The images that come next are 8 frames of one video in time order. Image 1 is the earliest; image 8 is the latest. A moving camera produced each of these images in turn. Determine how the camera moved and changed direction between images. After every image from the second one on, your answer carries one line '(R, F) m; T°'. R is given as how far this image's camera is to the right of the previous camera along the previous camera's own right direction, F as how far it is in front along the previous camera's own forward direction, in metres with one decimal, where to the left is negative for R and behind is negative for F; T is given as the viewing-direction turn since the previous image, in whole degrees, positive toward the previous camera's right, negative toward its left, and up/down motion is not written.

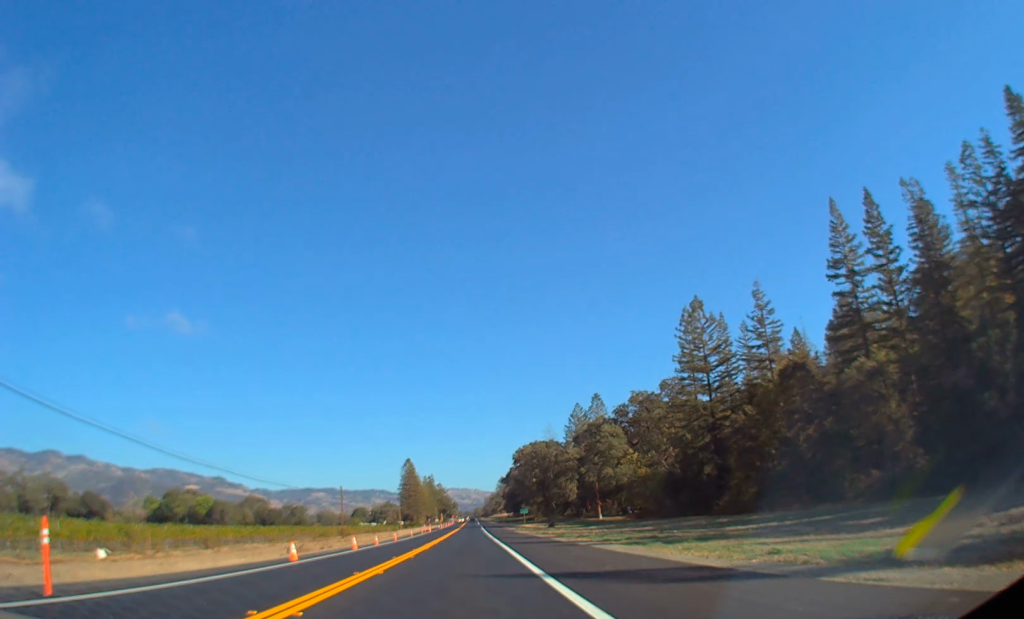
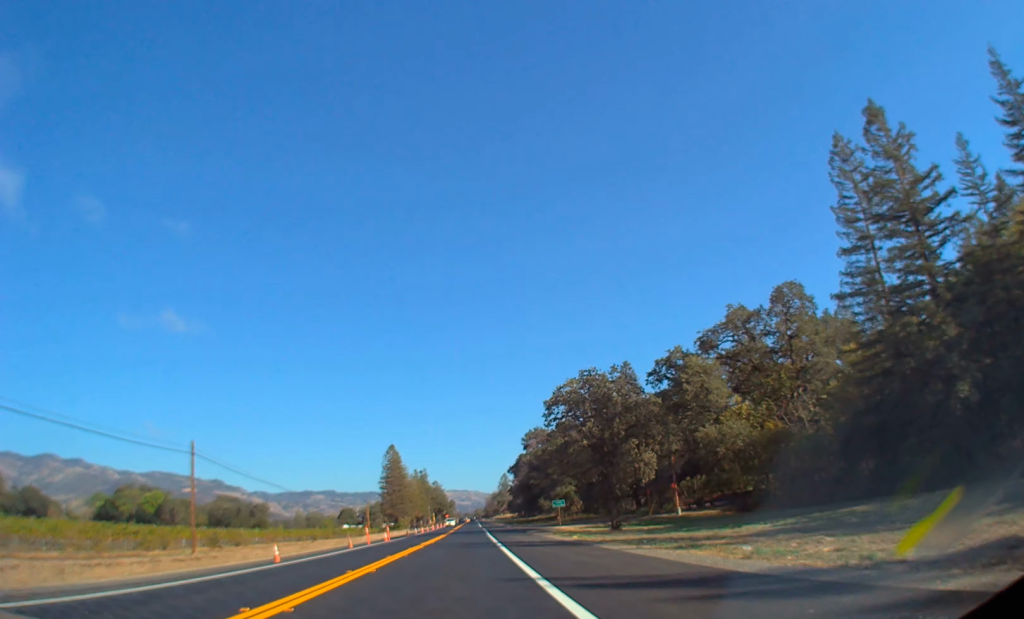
(-0.5, +50.8) m; -1°
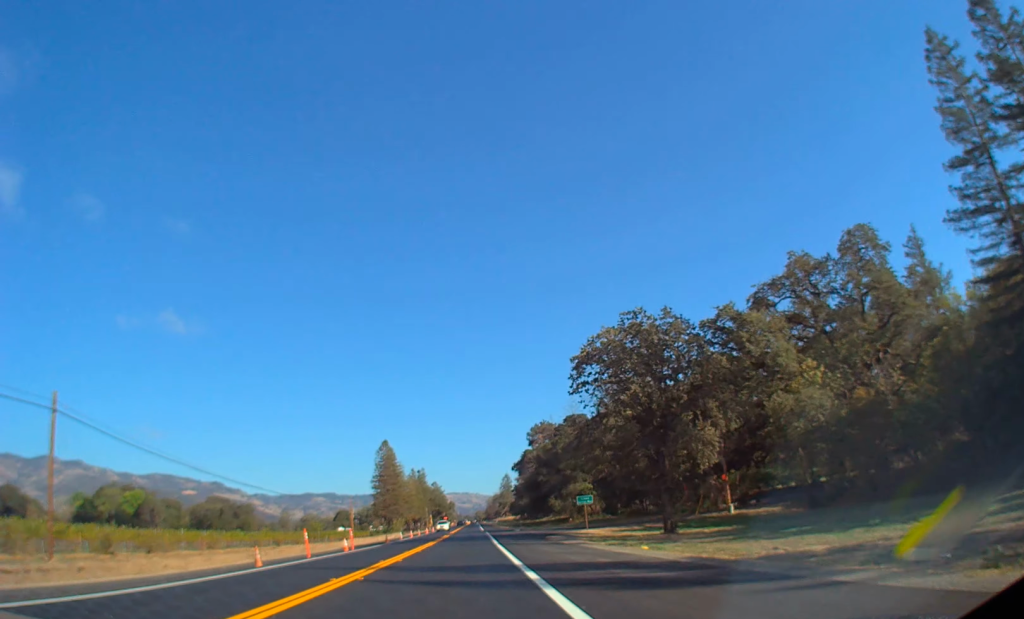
(+0.1, +16.5) m; +1°
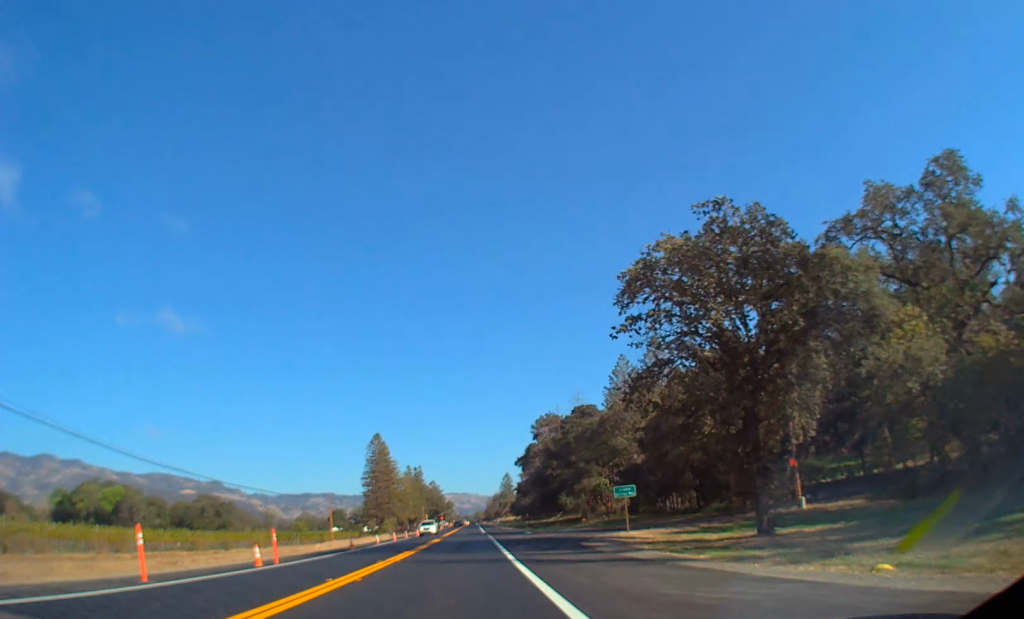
(0.0, +14.7) m; +1°
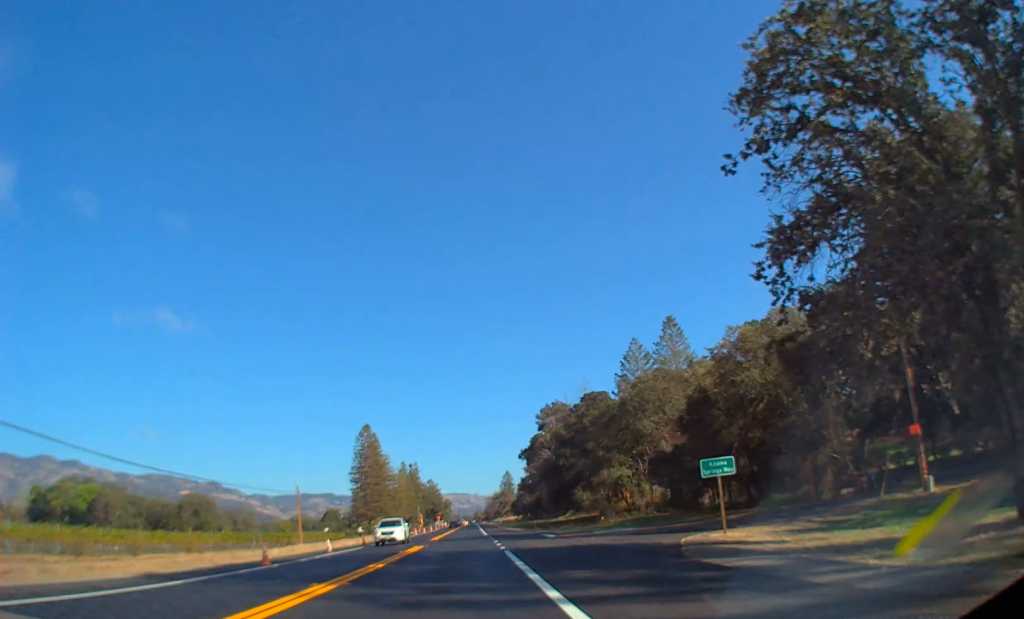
(+0.2, +15.8) m; 0°
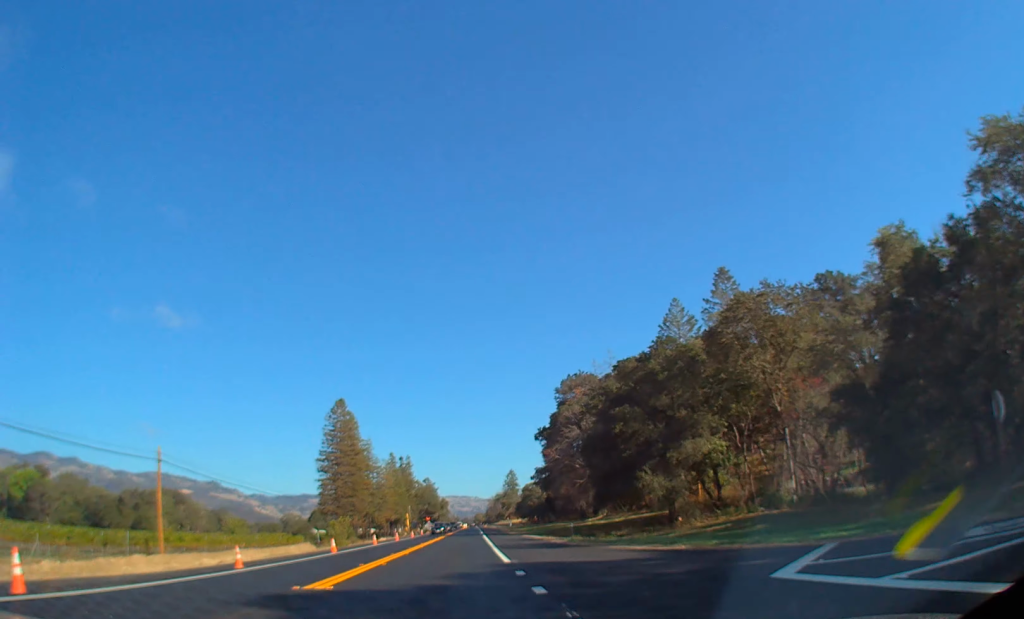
(0.0, +34.1) m; 0°
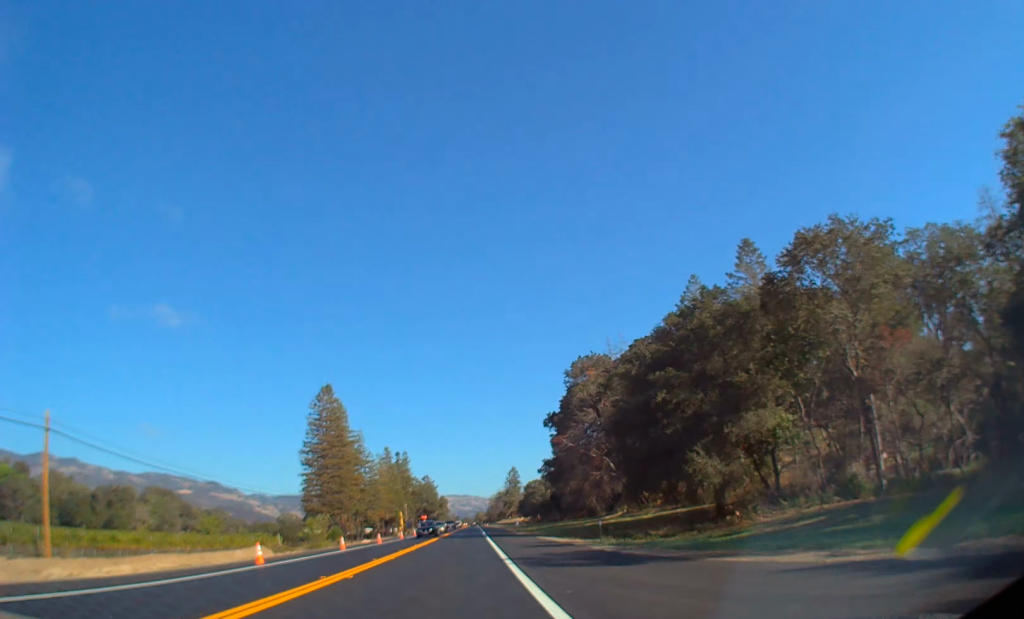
(0.0, +12.5) m; 0°
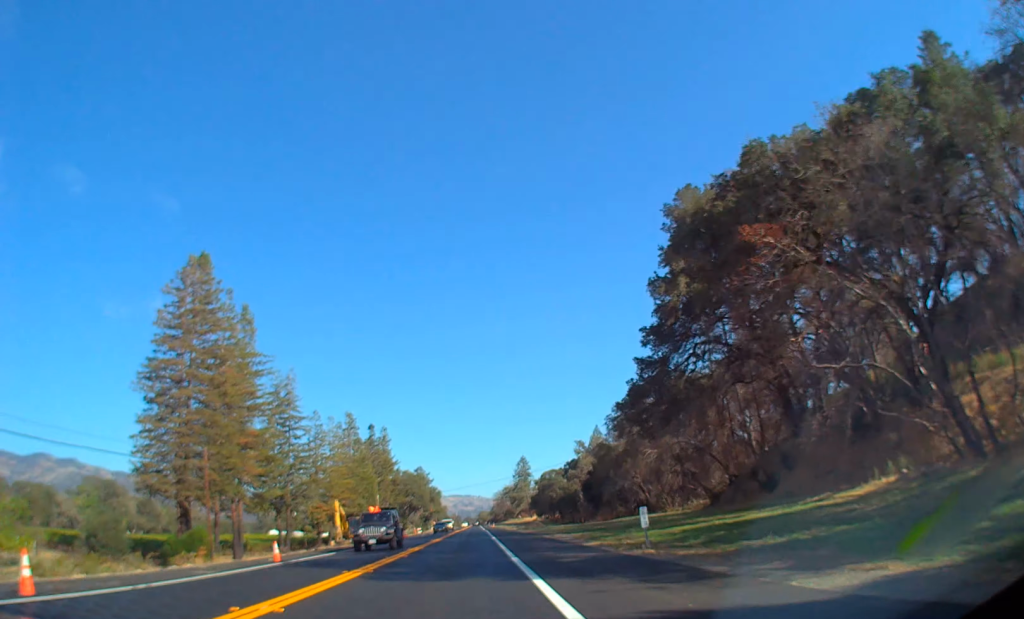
(-0.7, +57.8) m; -1°
